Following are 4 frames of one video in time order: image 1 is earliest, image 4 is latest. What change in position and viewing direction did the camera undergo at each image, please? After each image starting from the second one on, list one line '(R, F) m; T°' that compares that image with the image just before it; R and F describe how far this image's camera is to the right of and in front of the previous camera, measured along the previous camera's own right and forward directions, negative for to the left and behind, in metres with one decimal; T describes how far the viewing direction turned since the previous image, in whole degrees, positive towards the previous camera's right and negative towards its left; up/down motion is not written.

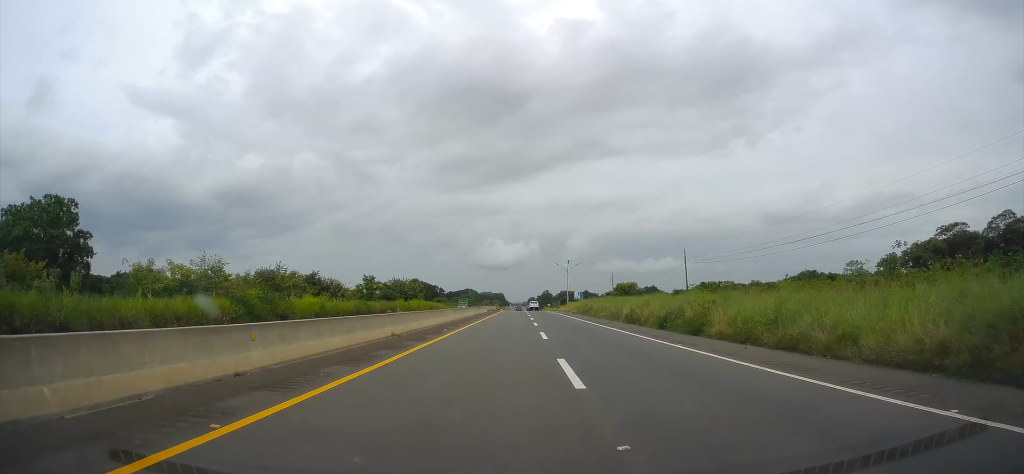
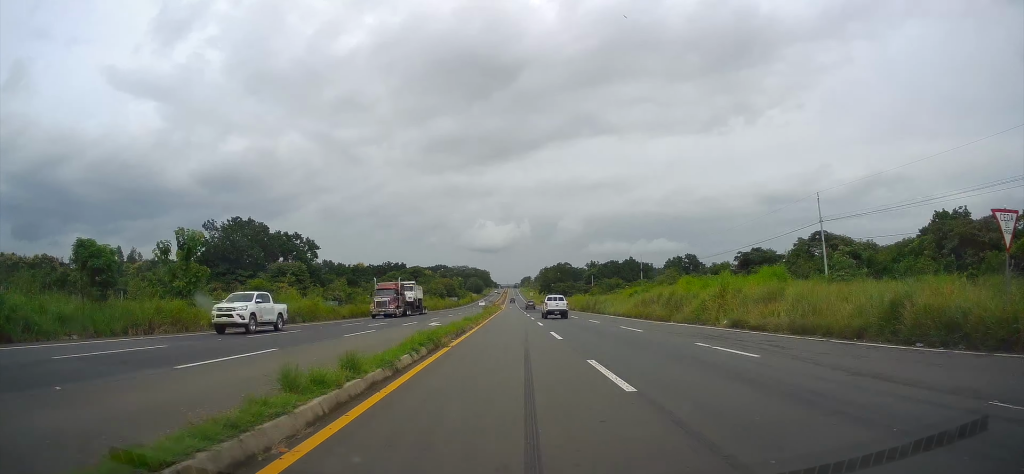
(+1.8, +196.6) m; +1°
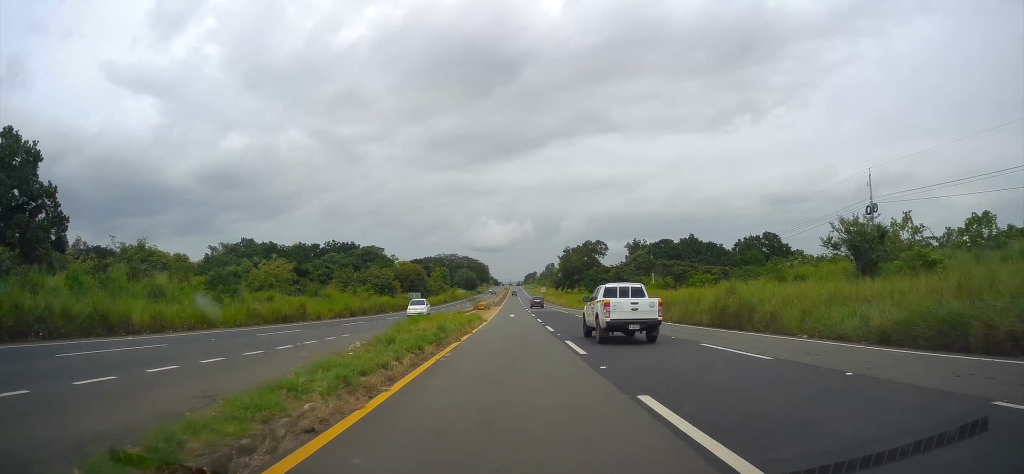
(0.0, +82.3) m; 0°
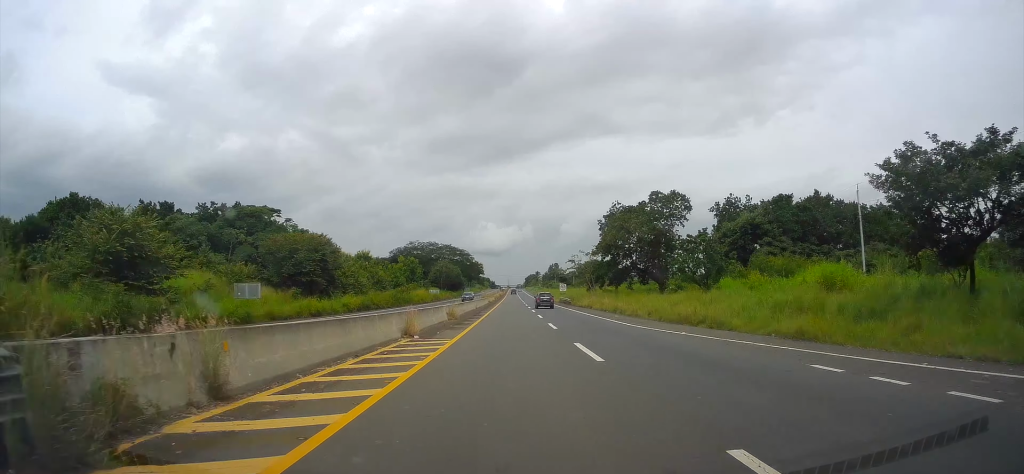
(-0.6, +73.0) m; 0°
